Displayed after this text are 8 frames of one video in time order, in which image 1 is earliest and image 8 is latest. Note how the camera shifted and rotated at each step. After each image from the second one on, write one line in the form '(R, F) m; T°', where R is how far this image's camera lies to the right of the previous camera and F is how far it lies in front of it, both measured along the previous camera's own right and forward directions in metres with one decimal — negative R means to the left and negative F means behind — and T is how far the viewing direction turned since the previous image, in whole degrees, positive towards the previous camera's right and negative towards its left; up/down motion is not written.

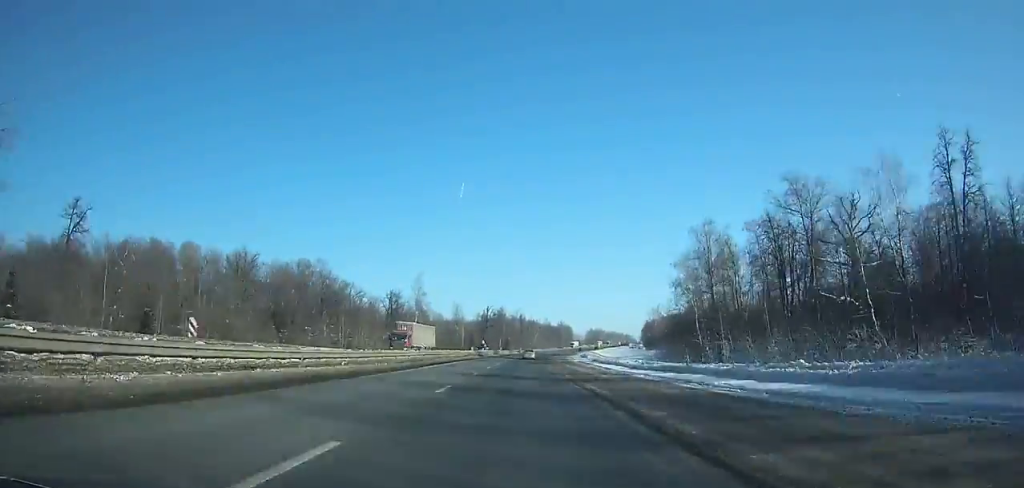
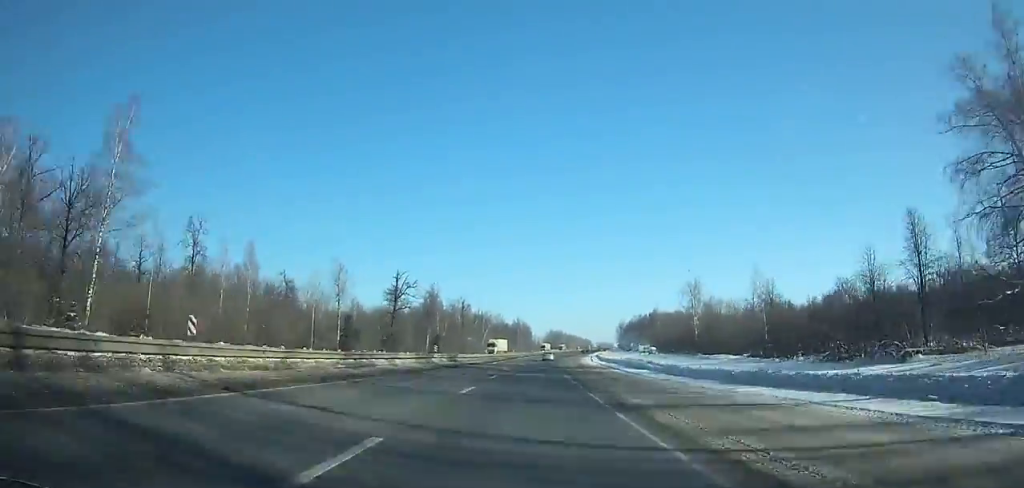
(+3.9, +109.0) m; +5°
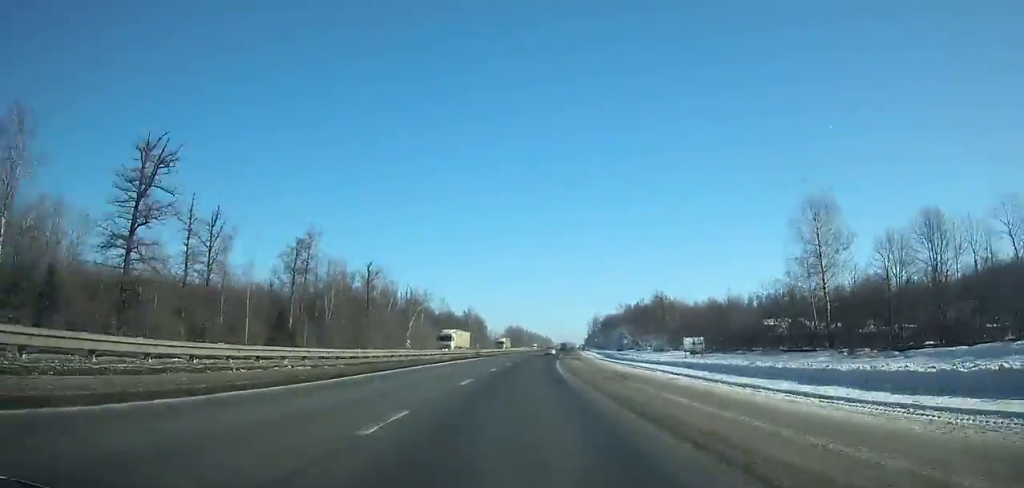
(+3.3, +81.0) m; +4°
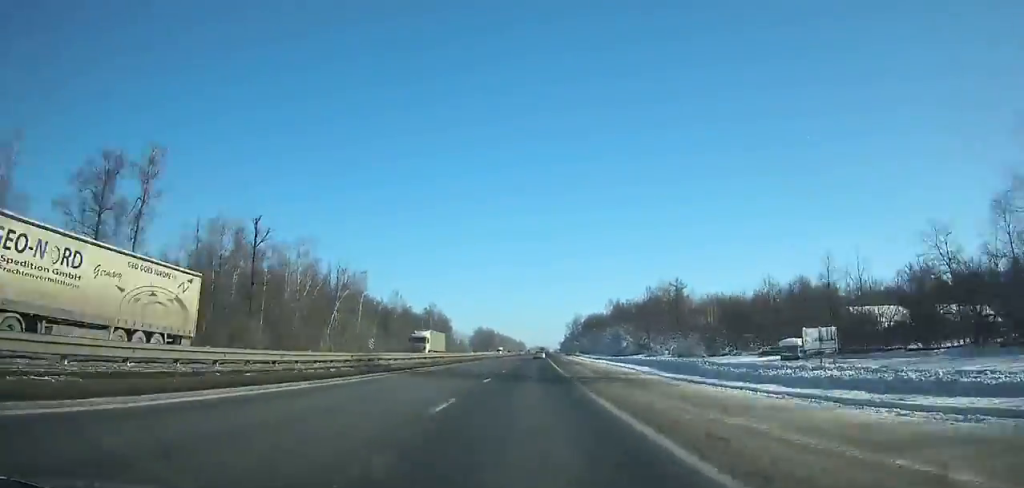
(+1.3, +44.3) m; +2°
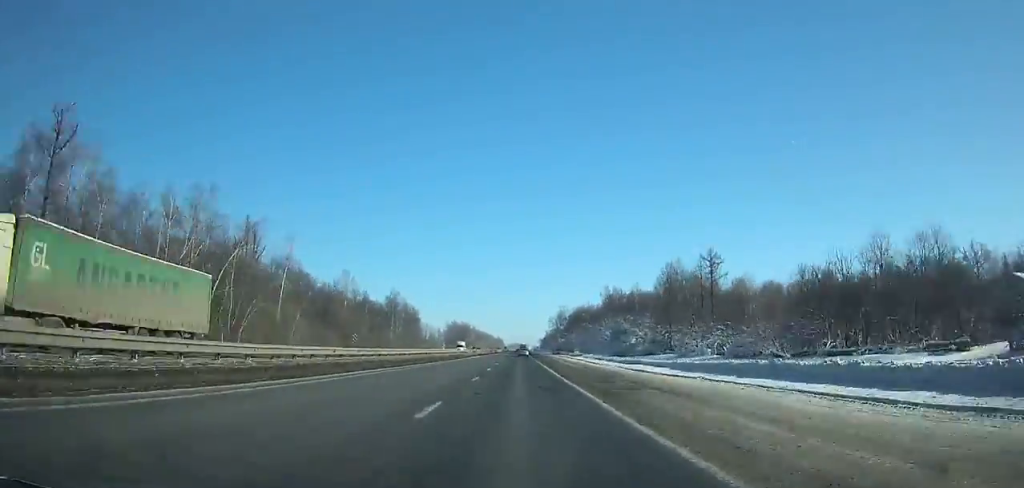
(+0.4, +36.9) m; +1°
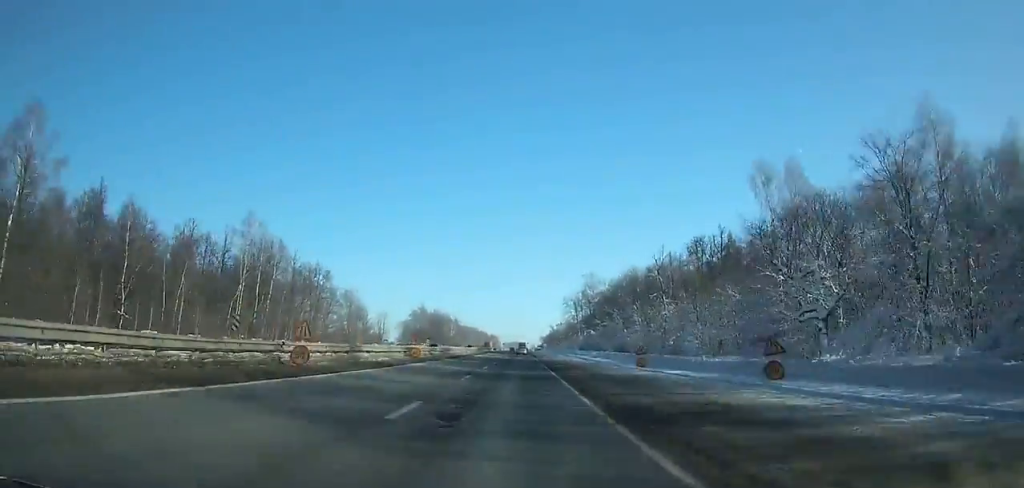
(+0.7, +118.6) m; 0°
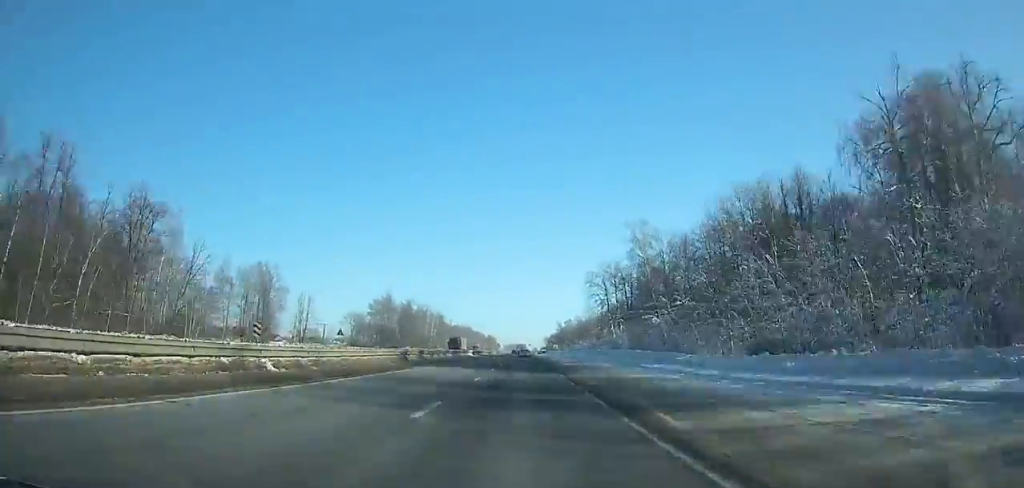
(0.0, +70.0) m; 0°
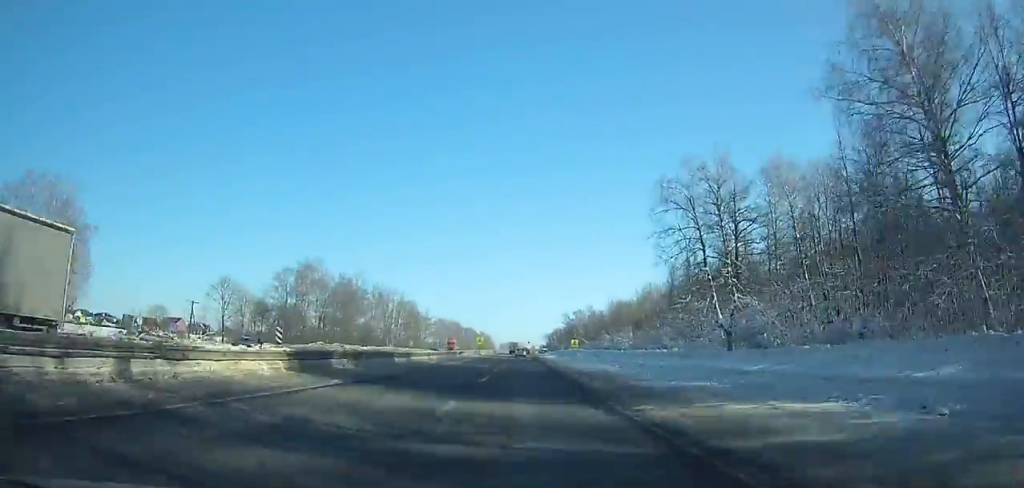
(0.0, +69.6) m; -1°
